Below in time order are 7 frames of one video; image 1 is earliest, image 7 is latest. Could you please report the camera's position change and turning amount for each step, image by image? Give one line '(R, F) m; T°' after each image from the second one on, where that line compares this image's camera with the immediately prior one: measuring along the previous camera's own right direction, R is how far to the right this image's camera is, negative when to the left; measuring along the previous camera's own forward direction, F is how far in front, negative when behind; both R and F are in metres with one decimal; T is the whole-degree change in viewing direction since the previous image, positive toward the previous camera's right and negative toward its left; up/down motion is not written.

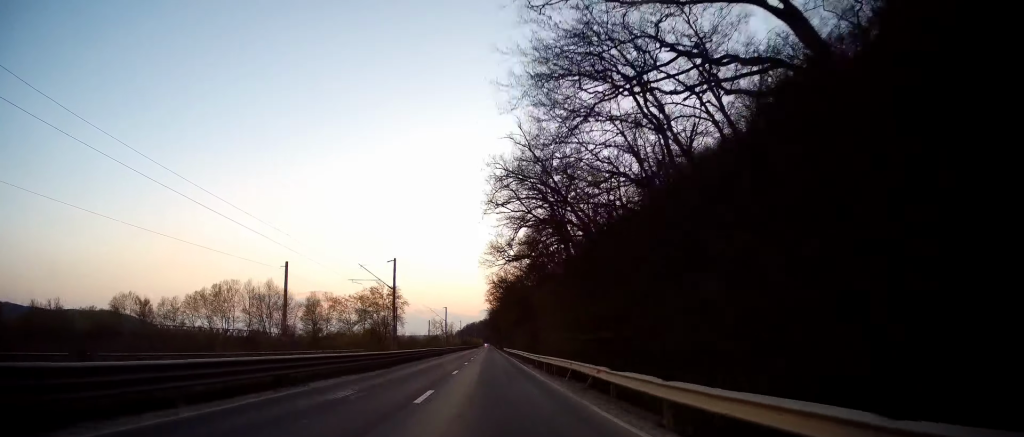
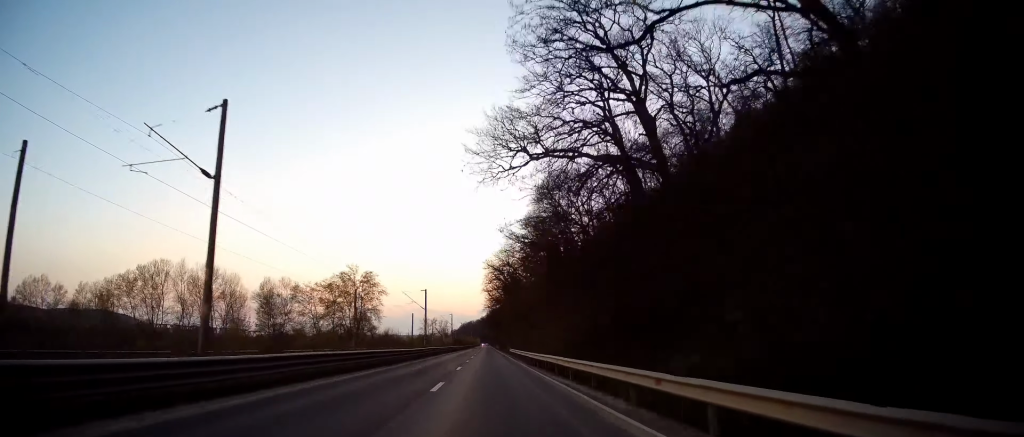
(+0.3, +33.2) m; +1°
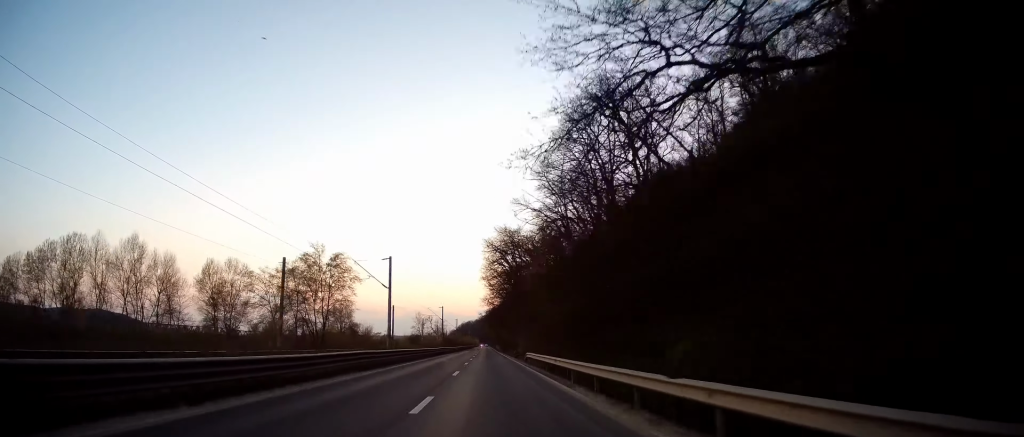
(+0.3, +28.1) m; +1°
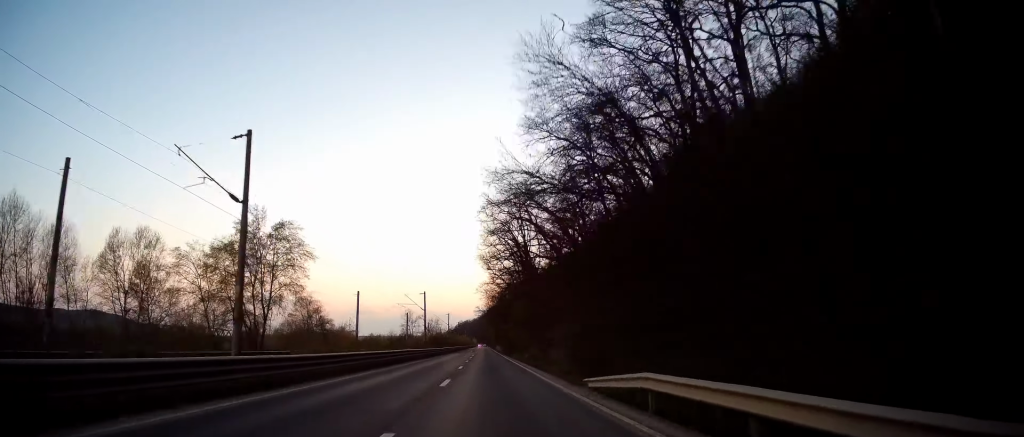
(0.0, +29.1) m; 0°
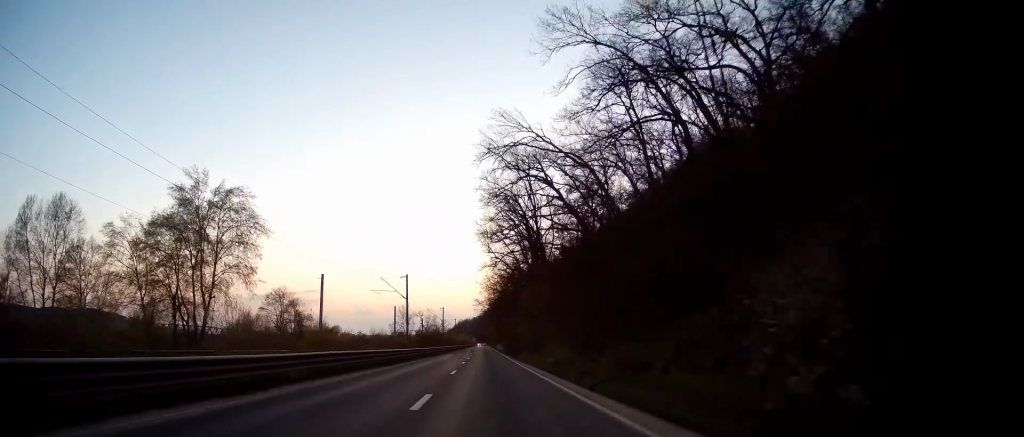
(+0.1, +18.0) m; -1°
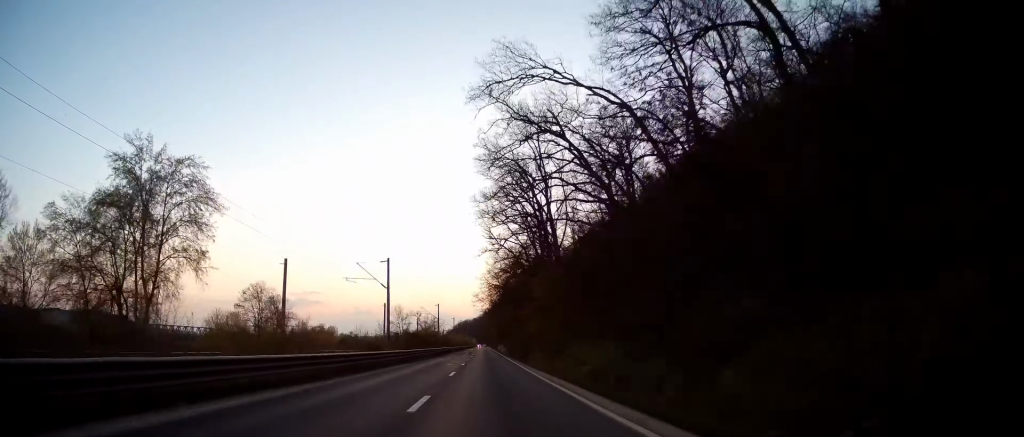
(-0.2, +12.0) m; 0°
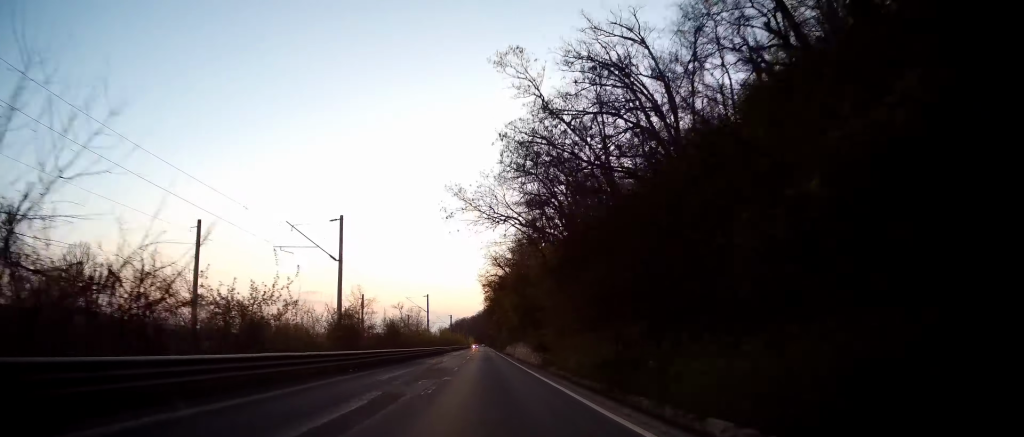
(+0.6, +67.9) m; 0°
